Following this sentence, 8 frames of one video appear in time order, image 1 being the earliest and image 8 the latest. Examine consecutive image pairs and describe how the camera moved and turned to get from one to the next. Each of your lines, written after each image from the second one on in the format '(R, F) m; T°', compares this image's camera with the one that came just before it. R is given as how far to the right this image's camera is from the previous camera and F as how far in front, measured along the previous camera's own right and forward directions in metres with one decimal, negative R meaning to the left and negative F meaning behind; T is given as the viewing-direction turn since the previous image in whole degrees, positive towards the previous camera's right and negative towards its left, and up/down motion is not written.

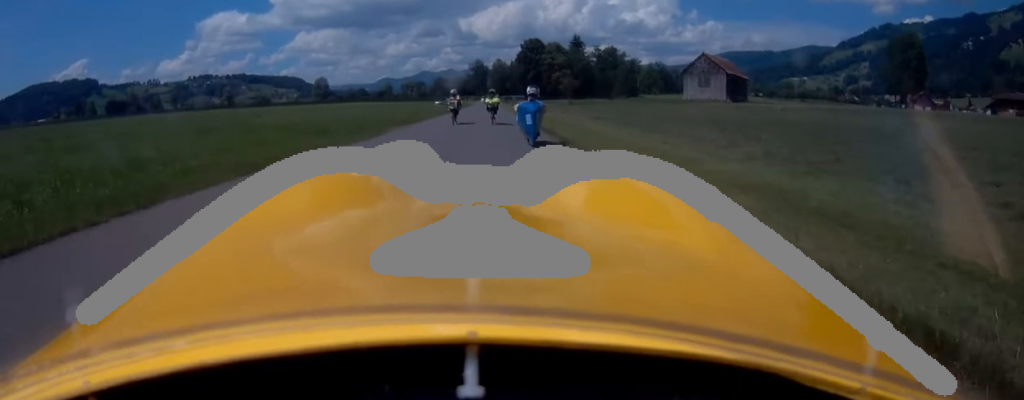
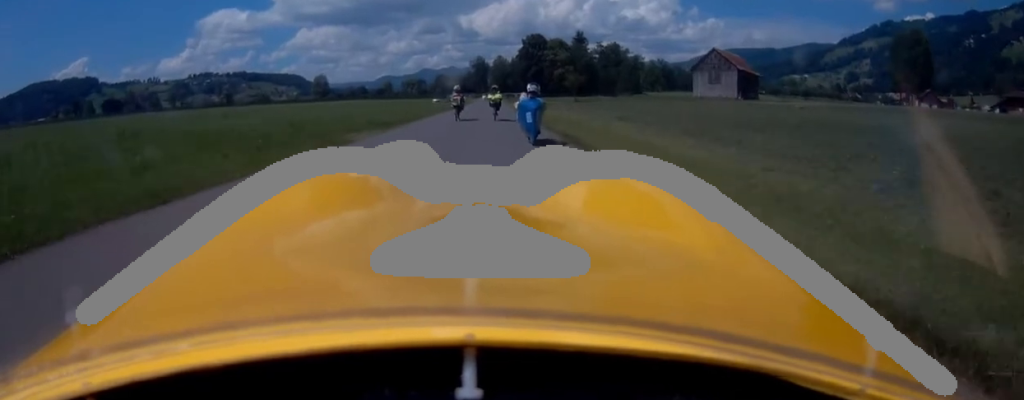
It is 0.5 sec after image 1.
(-0.1, +3.9) m; 0°
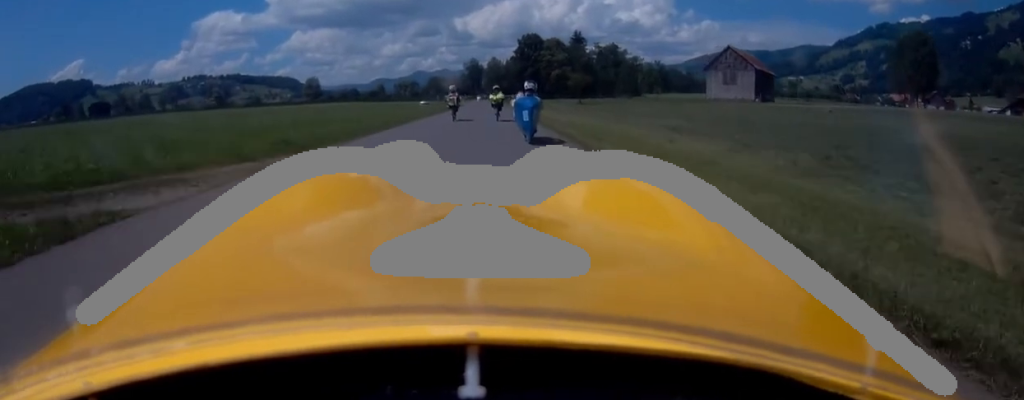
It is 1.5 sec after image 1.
(+0.3, +7.7) m; +3°
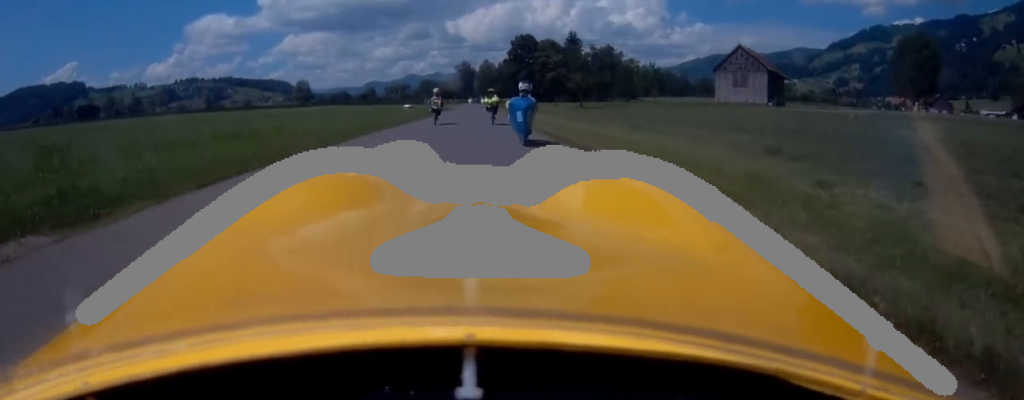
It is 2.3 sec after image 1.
(+0.1, +5.9) m; +1°
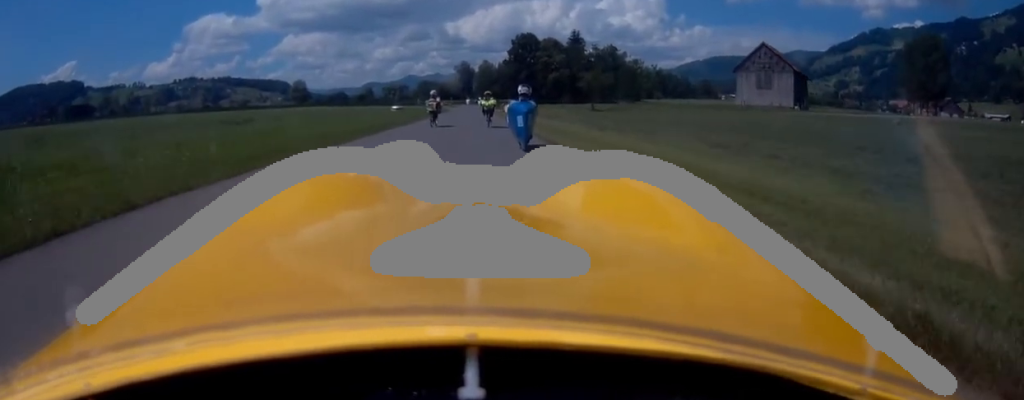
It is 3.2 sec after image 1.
(0.0, +6.9) m; -2°
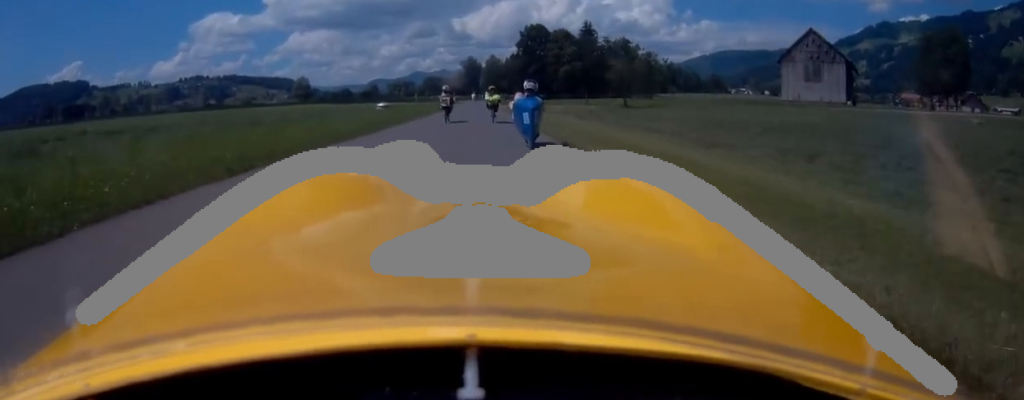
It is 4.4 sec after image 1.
(-0.3, +9.6) m; +1°
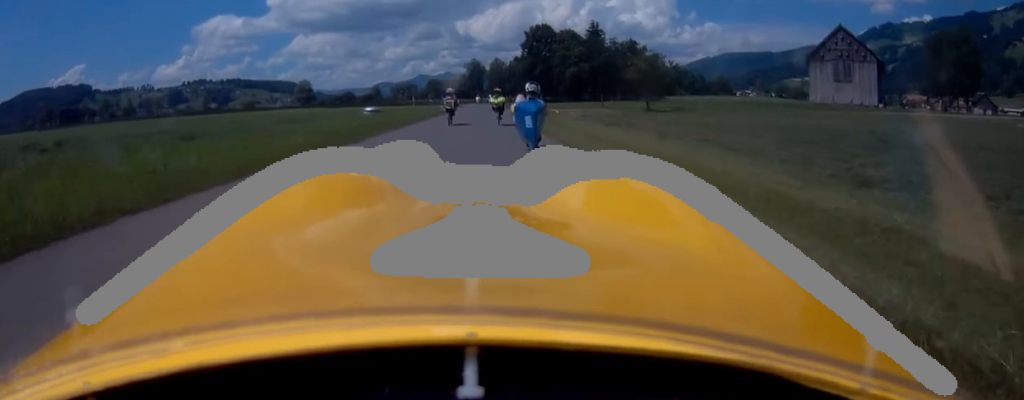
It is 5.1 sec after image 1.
(+0.3, +5.1) m; +2°
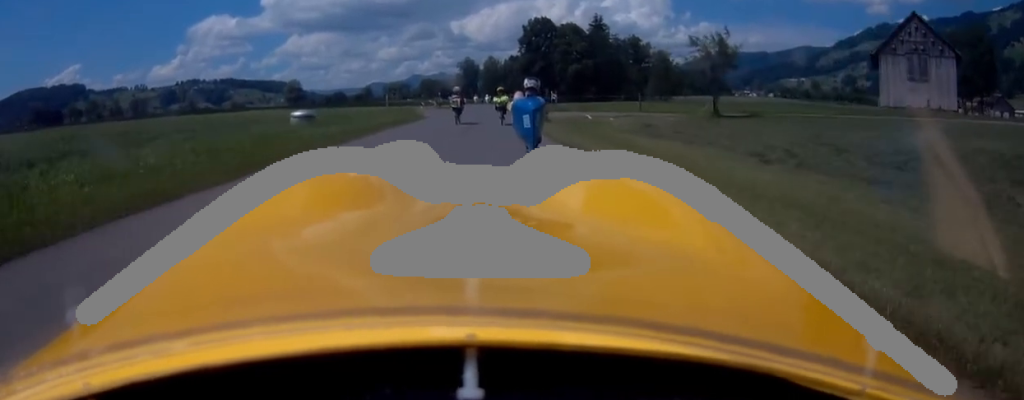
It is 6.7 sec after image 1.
(+0.1, +12.4) m; -1°
